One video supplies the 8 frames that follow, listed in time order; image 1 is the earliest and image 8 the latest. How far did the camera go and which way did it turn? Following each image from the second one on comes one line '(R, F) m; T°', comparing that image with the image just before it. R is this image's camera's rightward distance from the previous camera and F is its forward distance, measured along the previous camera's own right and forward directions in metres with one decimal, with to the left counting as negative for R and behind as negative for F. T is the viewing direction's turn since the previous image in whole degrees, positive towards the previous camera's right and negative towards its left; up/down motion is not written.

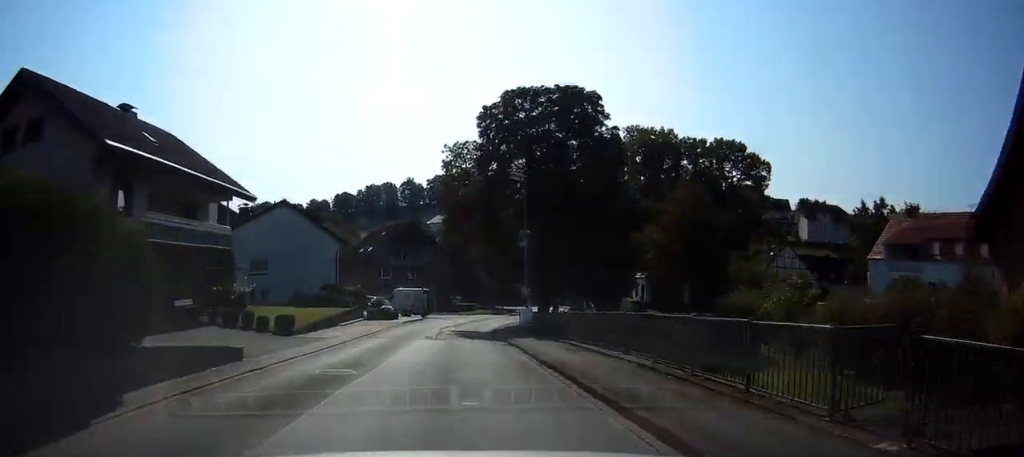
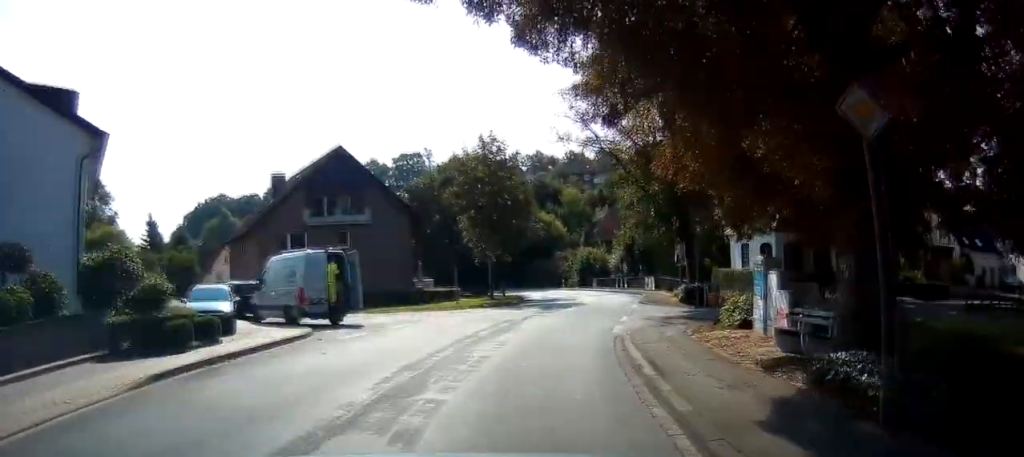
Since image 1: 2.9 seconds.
(-1.7, +35.4) m; 0°
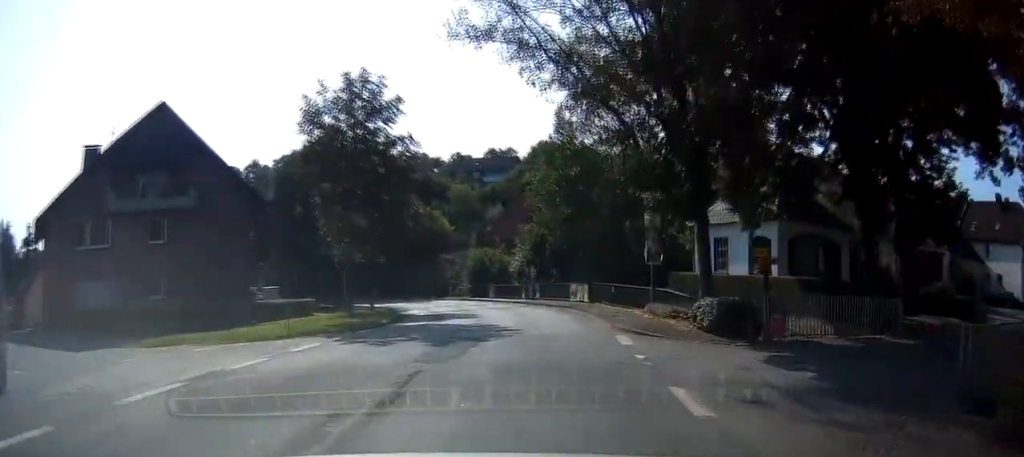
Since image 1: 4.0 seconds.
(+0.7, +13.1) m; +5°
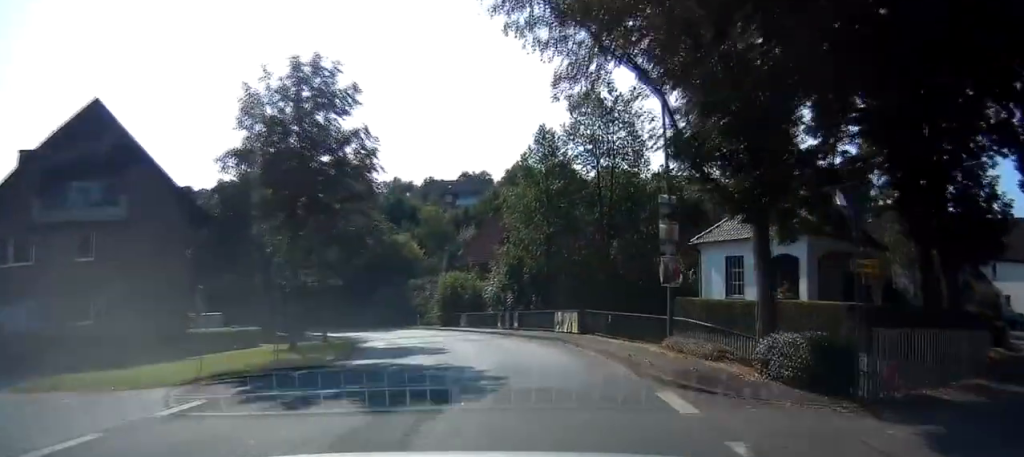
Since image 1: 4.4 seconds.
(+0.1, +4.6) m; +2°
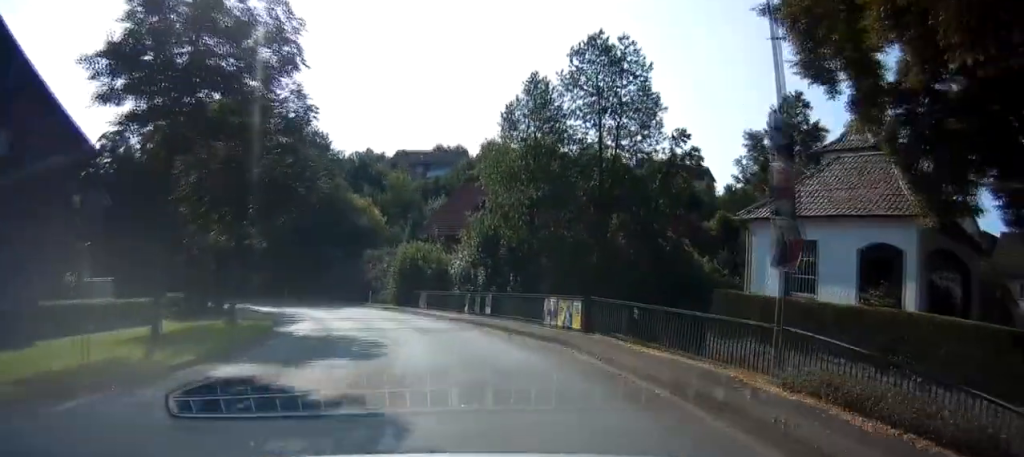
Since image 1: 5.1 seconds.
(+0.2, +7.6) m; +3°
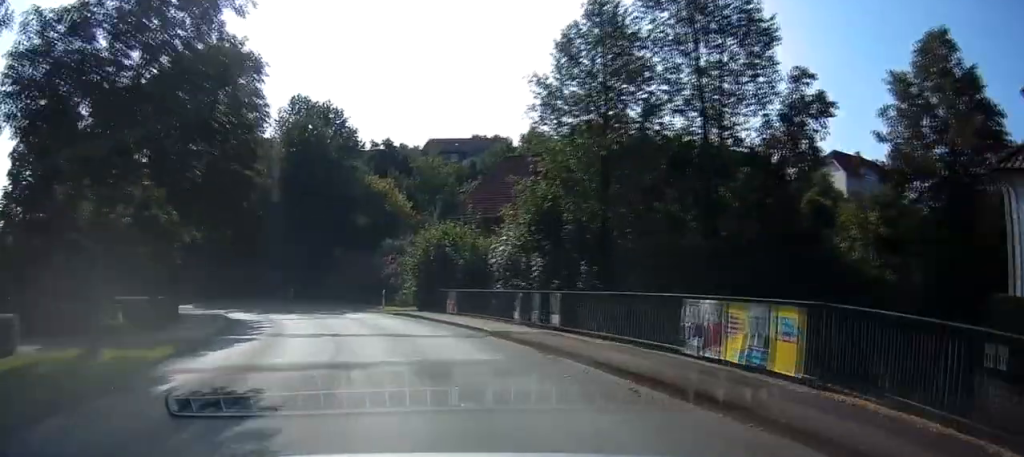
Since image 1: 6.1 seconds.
(+0.4, +10.7) m; +2°
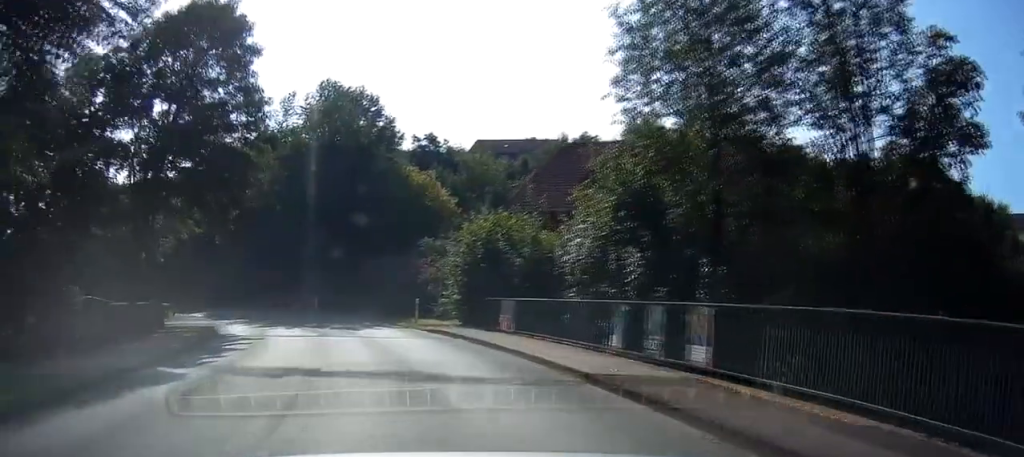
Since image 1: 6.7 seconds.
(0.0, +7.3) m; 0°
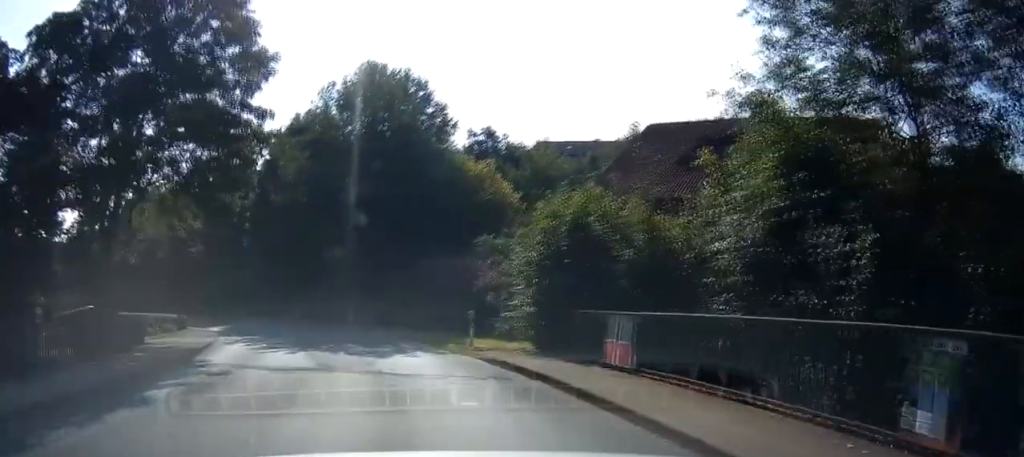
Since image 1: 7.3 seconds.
(0.0, +7.3) m; -3°
